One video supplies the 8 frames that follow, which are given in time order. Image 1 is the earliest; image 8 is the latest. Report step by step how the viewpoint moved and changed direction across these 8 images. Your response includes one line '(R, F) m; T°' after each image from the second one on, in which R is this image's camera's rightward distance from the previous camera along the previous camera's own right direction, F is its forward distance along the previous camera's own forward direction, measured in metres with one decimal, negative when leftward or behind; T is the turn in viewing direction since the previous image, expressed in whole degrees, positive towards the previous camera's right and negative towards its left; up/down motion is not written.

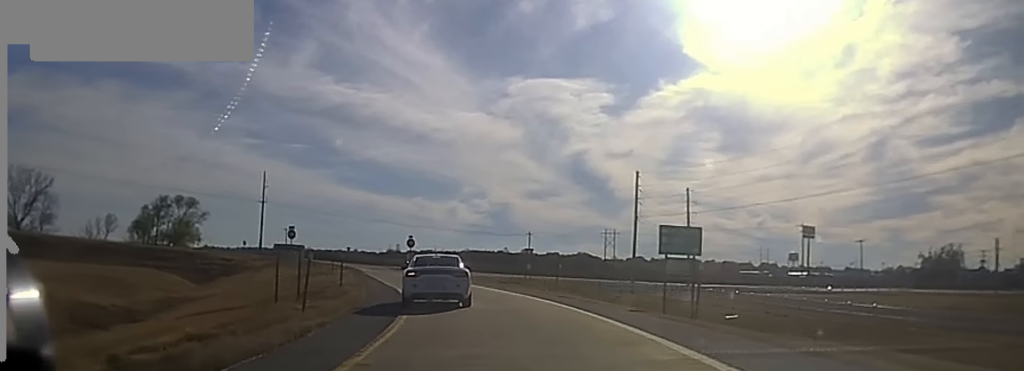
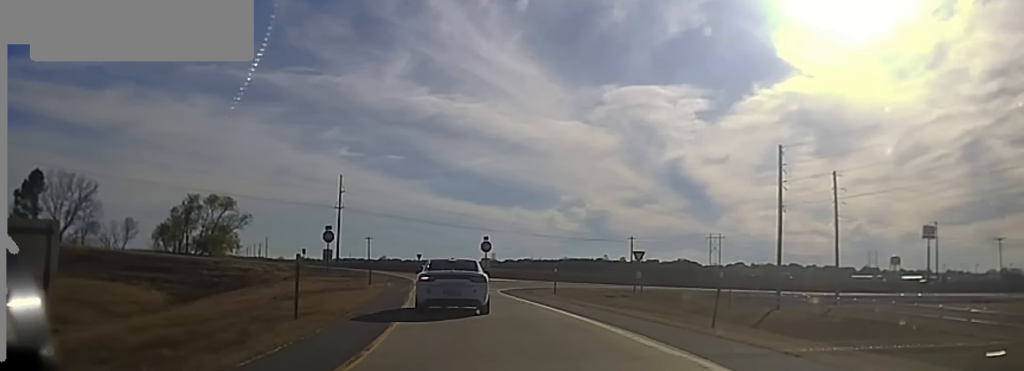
(-1.1, +20.6) m; -7°
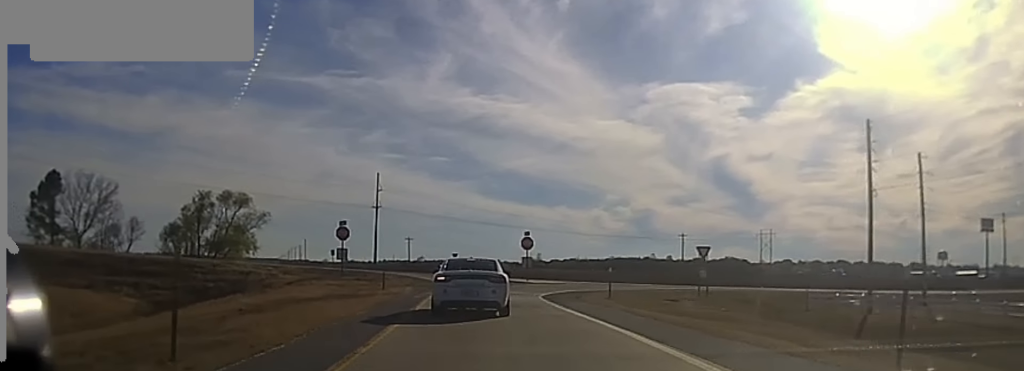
(-0.3, +8.7) m; -3°
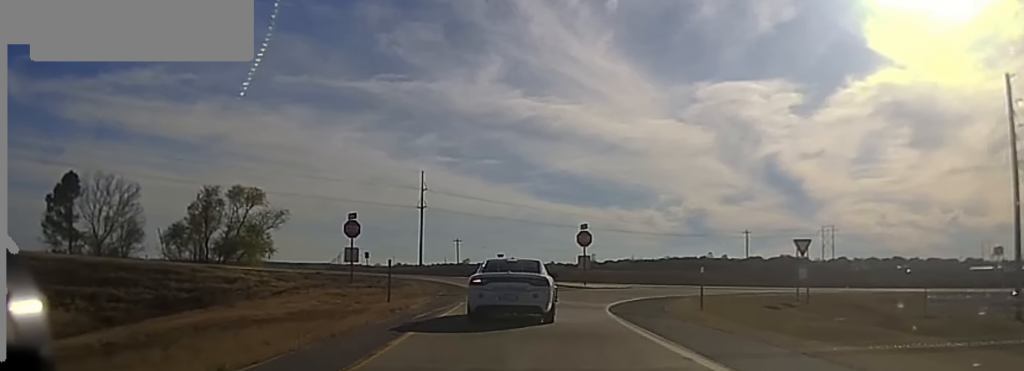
(-0.3, +10.5) m; -3°
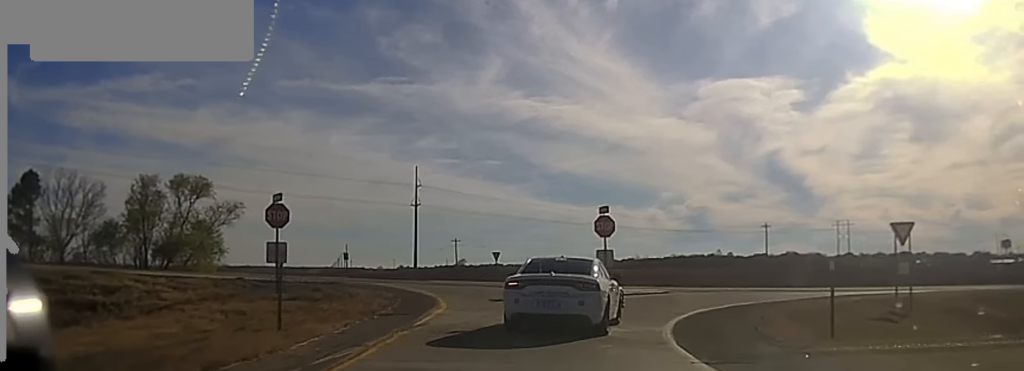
(-0.3, +12.3) m; -1°
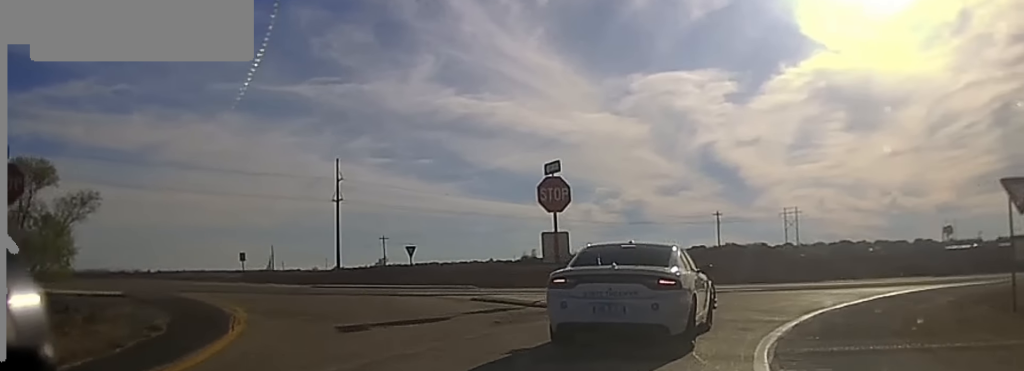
(+0.2, +13.6) m; +2°
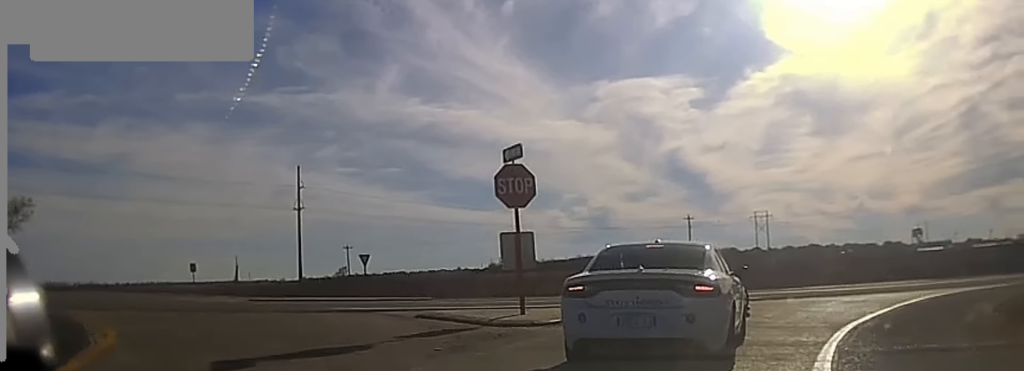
(0.0, +4.5) m; +1°
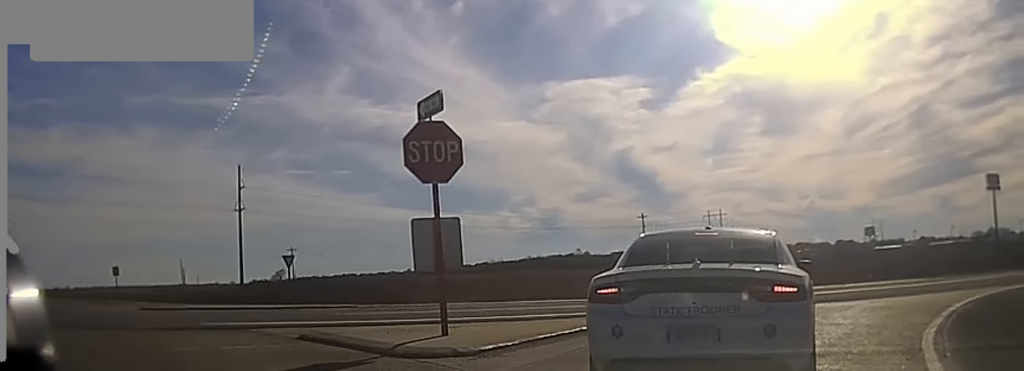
(-0.1, +6.9) m; +2°
